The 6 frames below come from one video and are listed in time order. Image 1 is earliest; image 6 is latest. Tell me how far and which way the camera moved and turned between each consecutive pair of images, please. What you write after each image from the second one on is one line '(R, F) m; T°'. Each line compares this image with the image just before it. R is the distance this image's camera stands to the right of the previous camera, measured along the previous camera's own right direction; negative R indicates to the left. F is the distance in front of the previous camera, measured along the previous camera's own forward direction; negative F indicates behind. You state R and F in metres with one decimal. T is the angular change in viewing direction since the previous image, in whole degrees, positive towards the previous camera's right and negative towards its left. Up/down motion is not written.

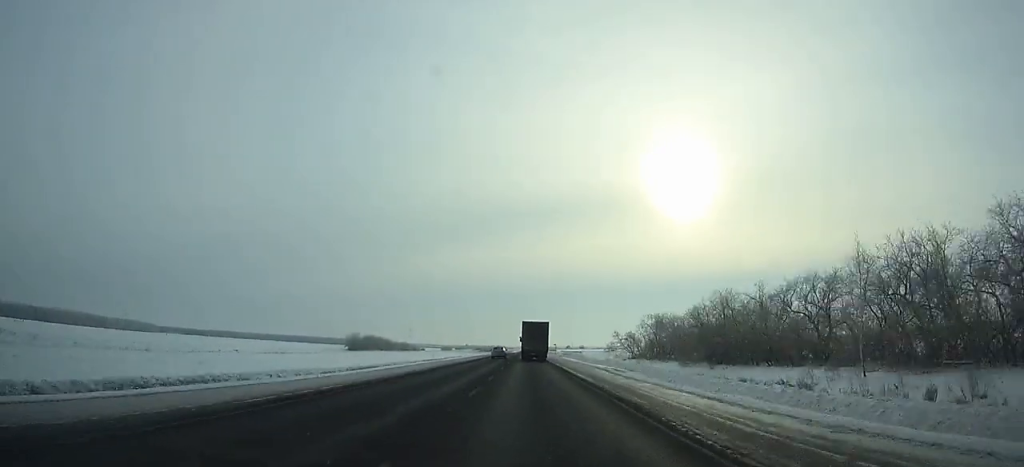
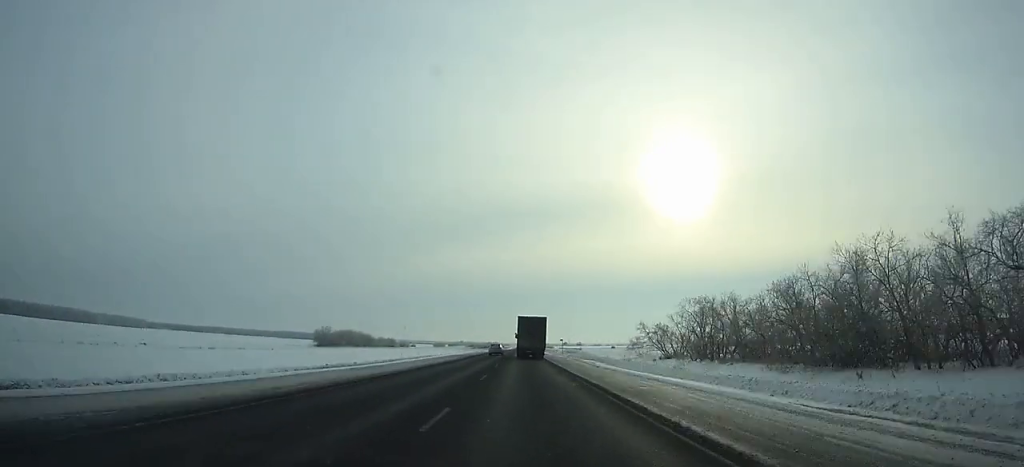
(0.0, +29.7) m; 0°
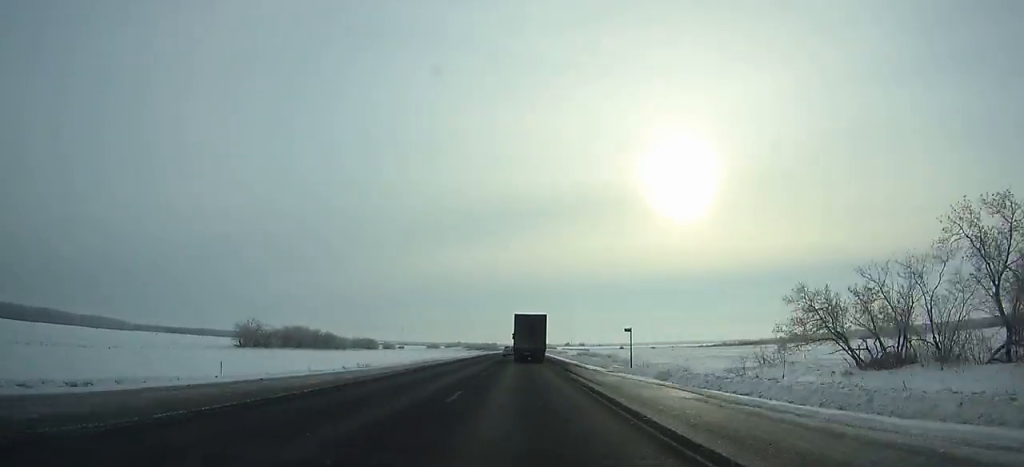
(0.0, +54.1) m; 0°
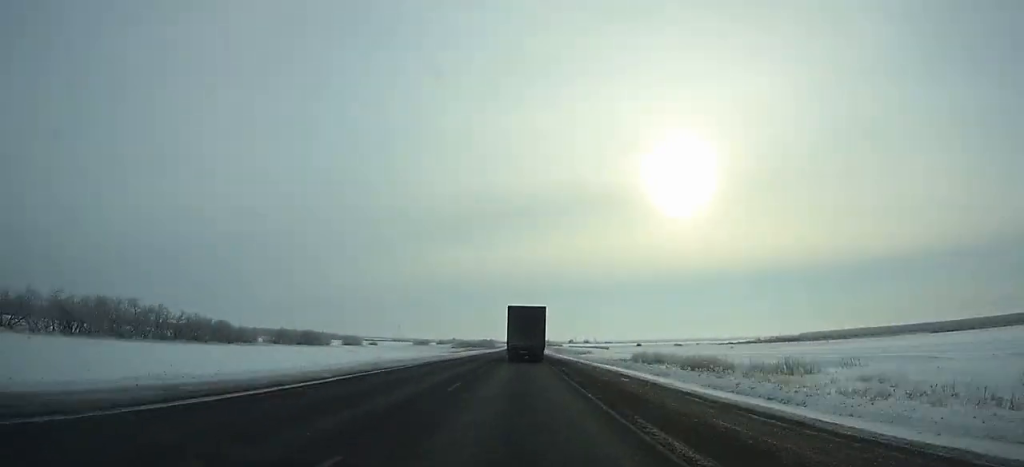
(+0.1, +92.9) m; 0°
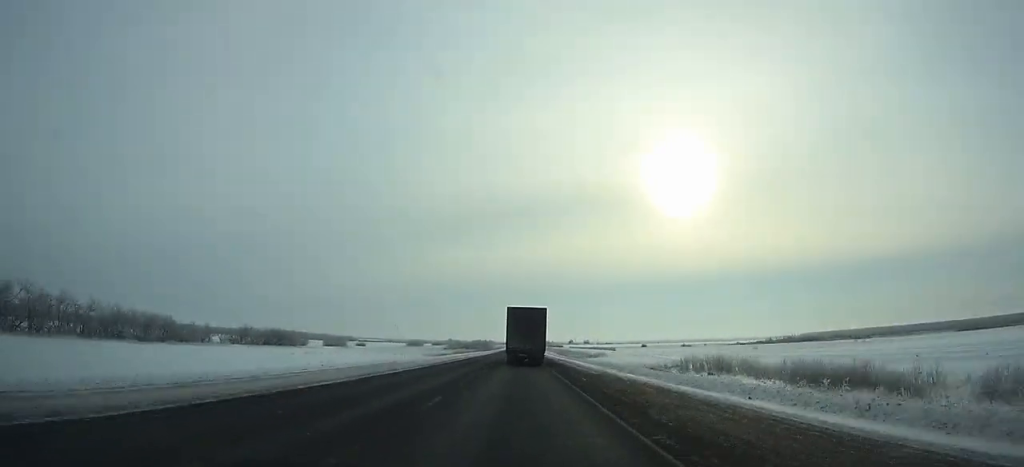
(+0.1, +28.1) m; 0°
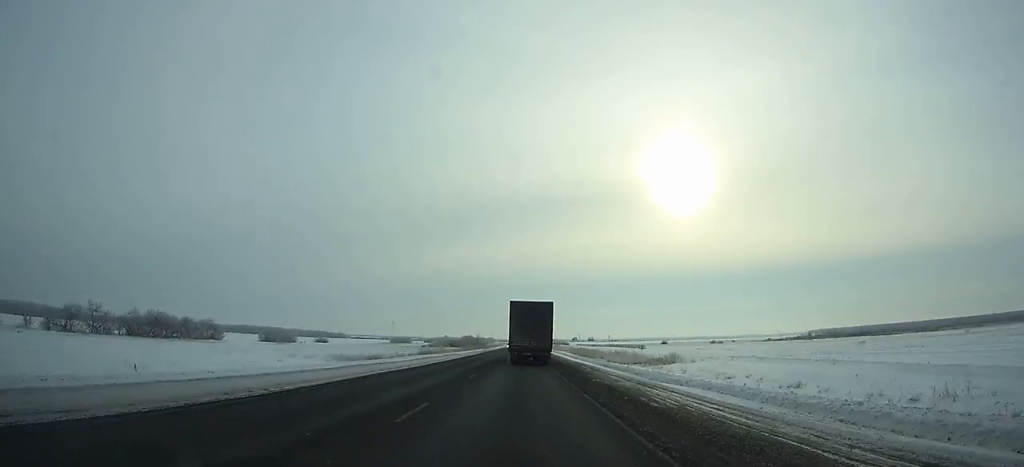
(0.0, +73.9) m; 0°
